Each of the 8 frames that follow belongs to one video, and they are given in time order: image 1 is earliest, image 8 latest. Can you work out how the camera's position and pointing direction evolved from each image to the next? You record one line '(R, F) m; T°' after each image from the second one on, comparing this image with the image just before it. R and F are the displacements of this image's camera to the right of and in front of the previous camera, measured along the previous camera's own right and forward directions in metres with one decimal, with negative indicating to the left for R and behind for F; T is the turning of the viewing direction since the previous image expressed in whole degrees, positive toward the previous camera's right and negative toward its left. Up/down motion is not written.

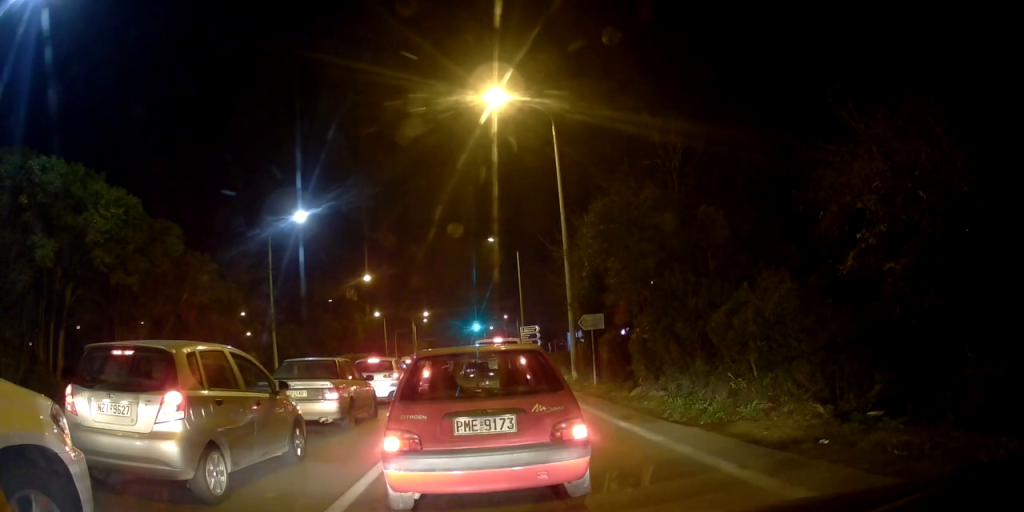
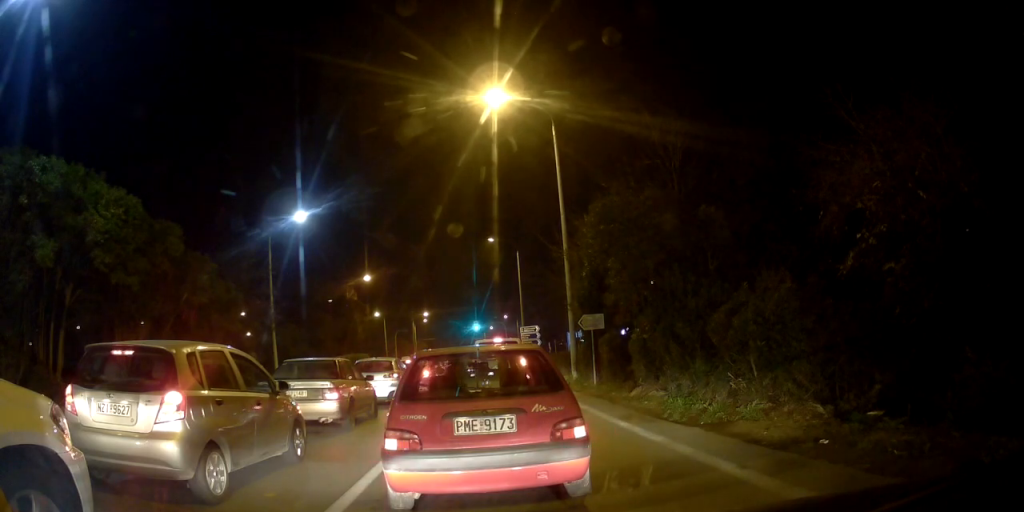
(0.0, 0.0) m; 0°
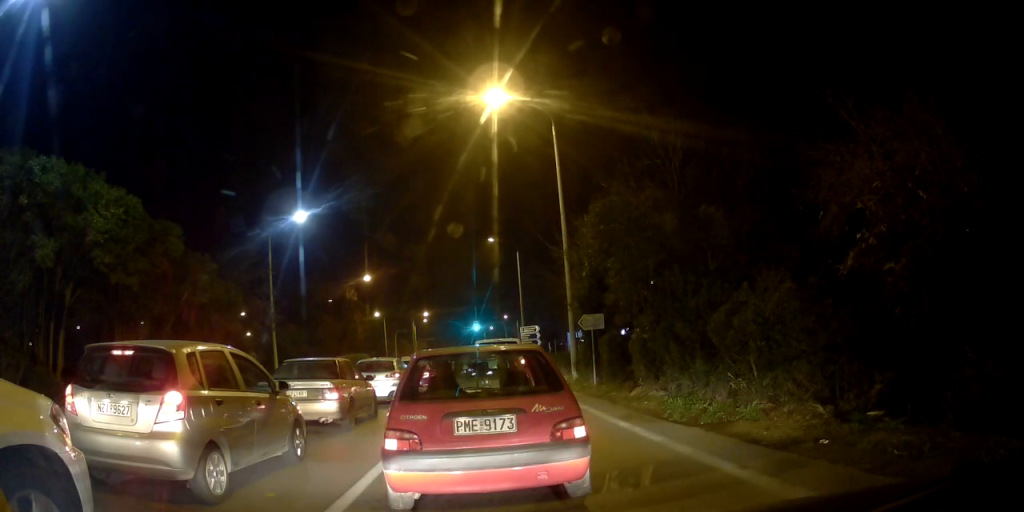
(0.0, 0.0) m; 0°
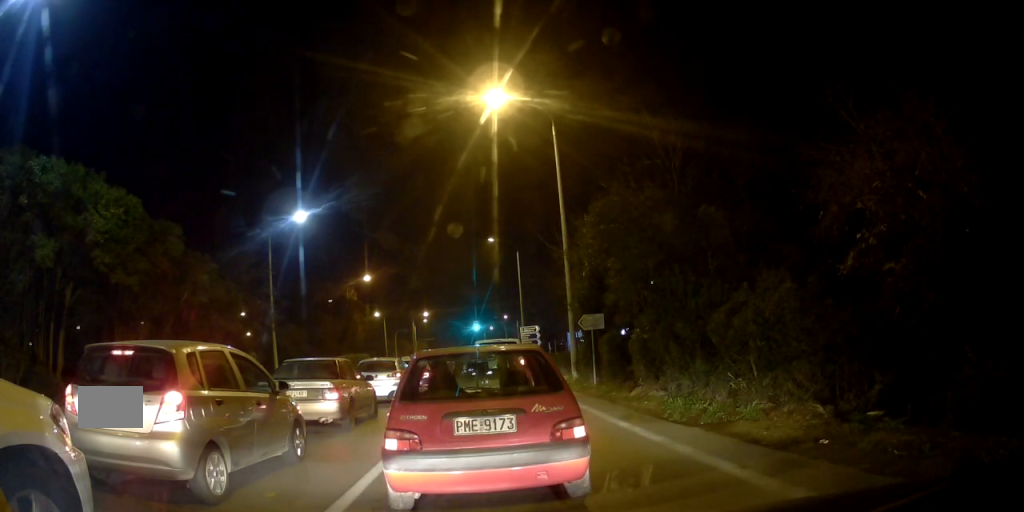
(0.0, 0.0) m; 0°
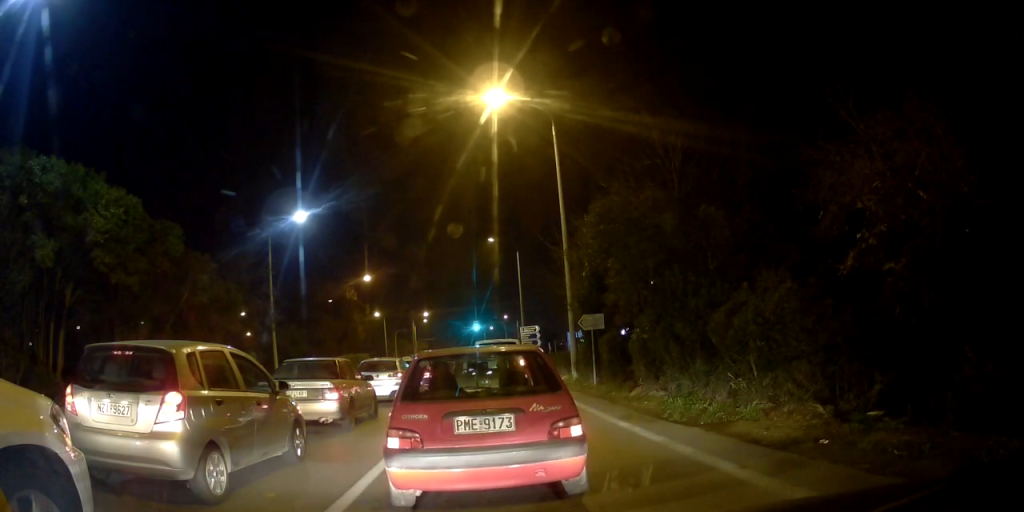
(0.0, 0.0) m; 0°
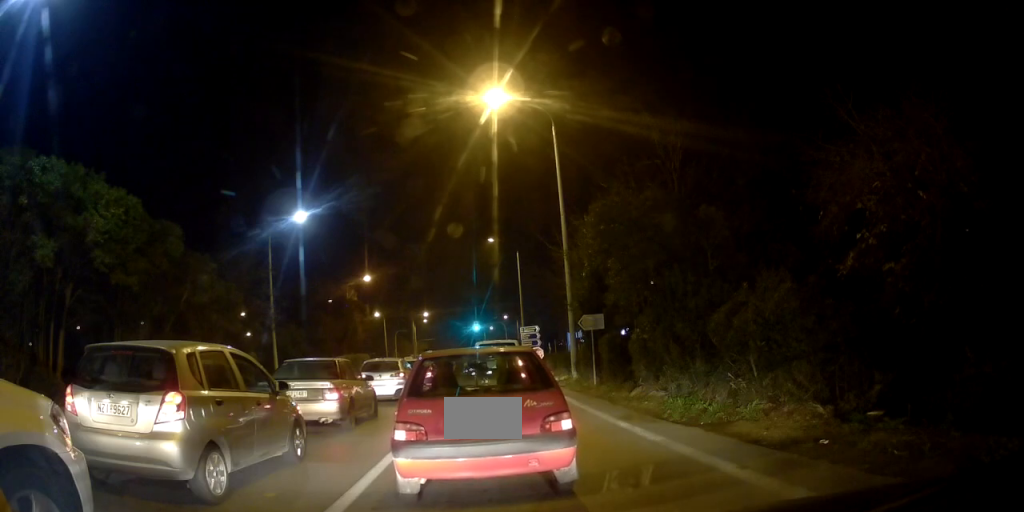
(0.0, +0.1) m; 0°
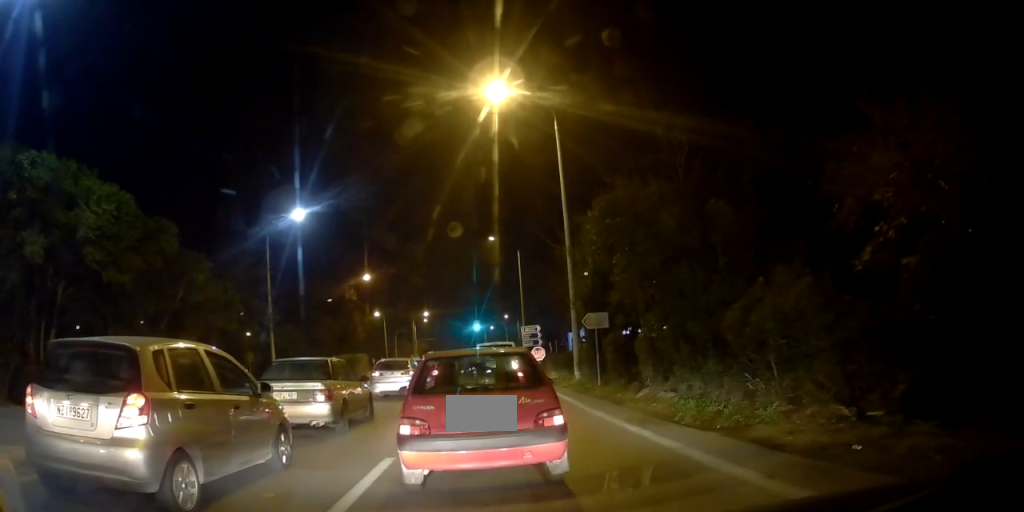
(-0.2, +0.9) m; 0°
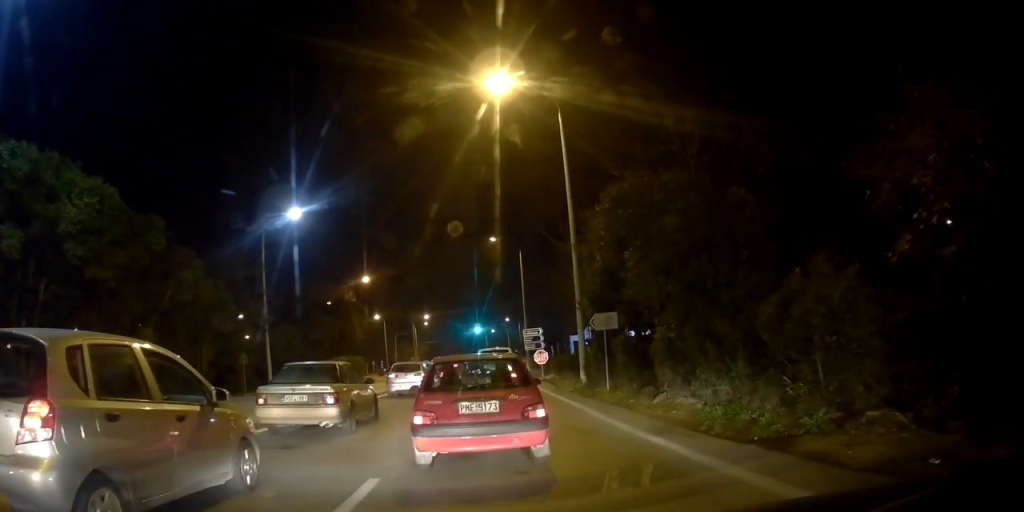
(-0.2, +2.5) m; -2°
